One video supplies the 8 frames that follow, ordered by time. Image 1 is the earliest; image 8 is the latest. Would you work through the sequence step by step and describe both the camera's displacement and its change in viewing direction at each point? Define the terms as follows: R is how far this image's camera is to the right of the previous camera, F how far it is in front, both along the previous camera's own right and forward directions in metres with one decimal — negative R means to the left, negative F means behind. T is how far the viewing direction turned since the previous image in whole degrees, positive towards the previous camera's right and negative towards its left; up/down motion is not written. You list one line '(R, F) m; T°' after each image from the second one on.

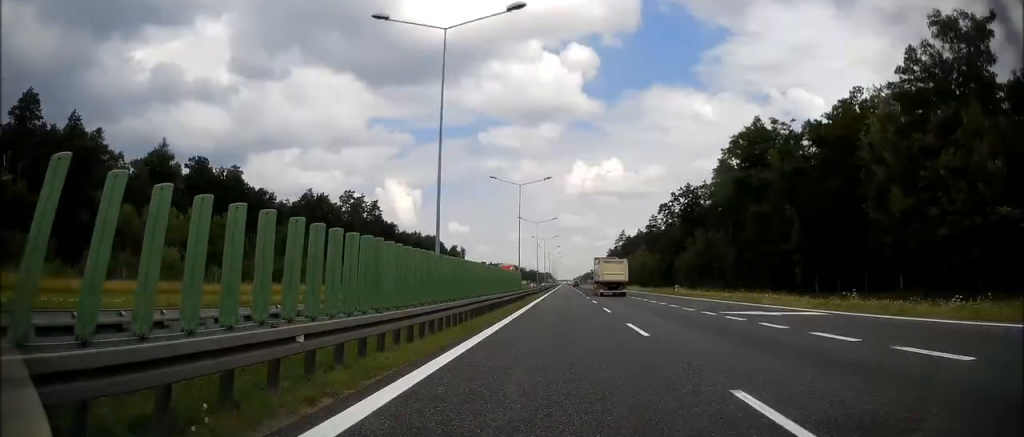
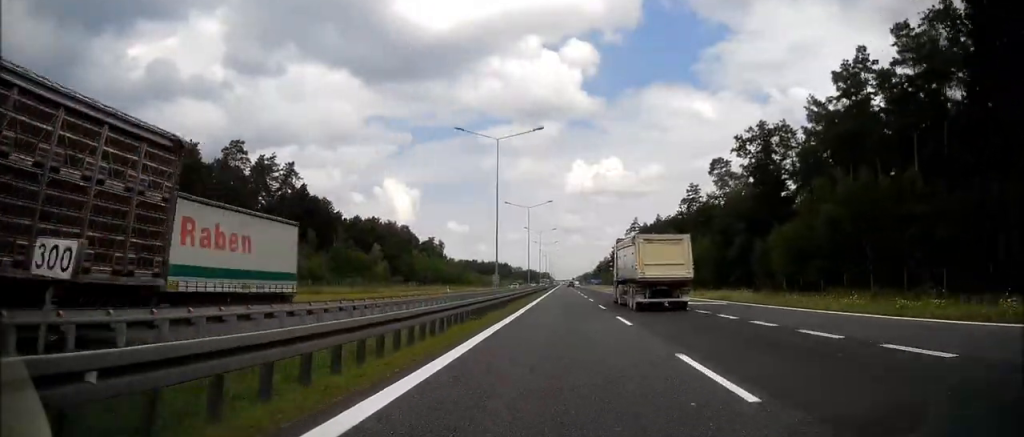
(+0.1, +56.3) m; 0°
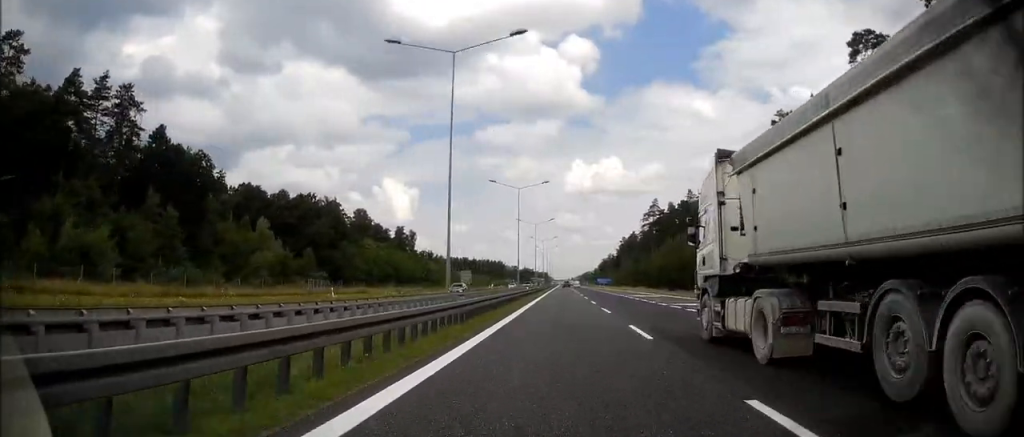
(0.0, +52.6) m; 0°
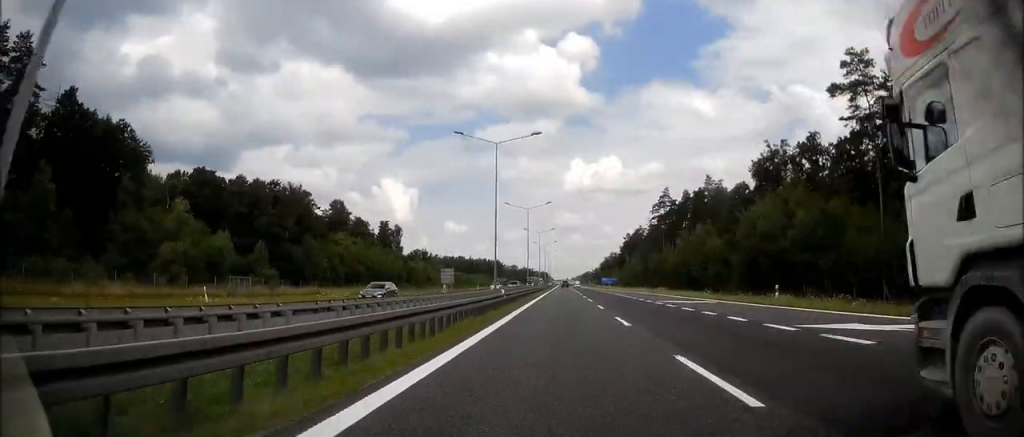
(0.0, +20.0) m; 0°
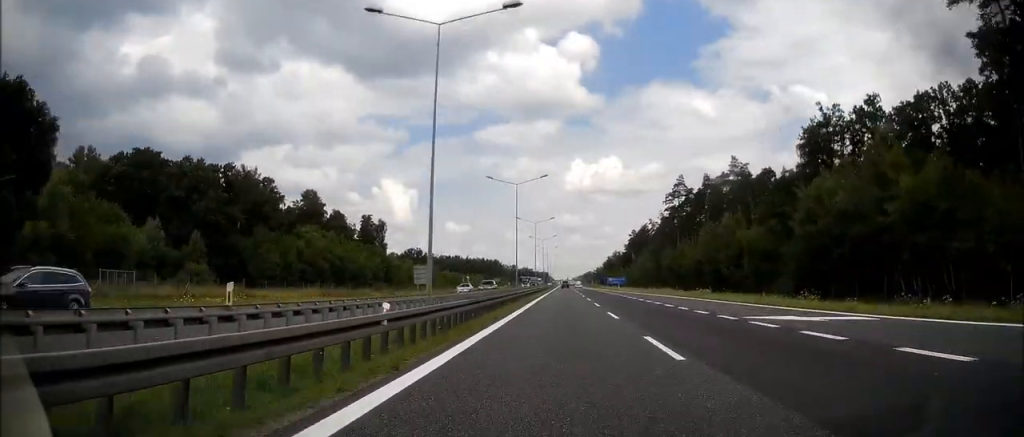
(+0.1, +20.0) m; 0°
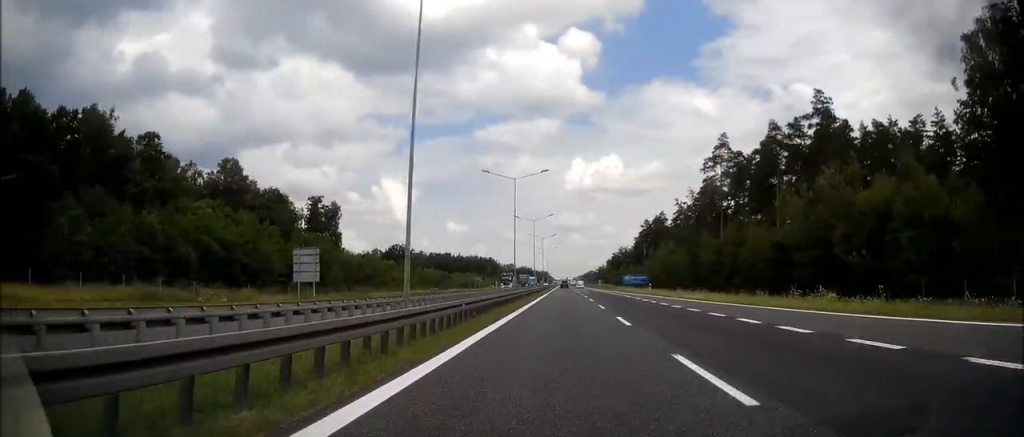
(-0.2, +39.9) m; 0°
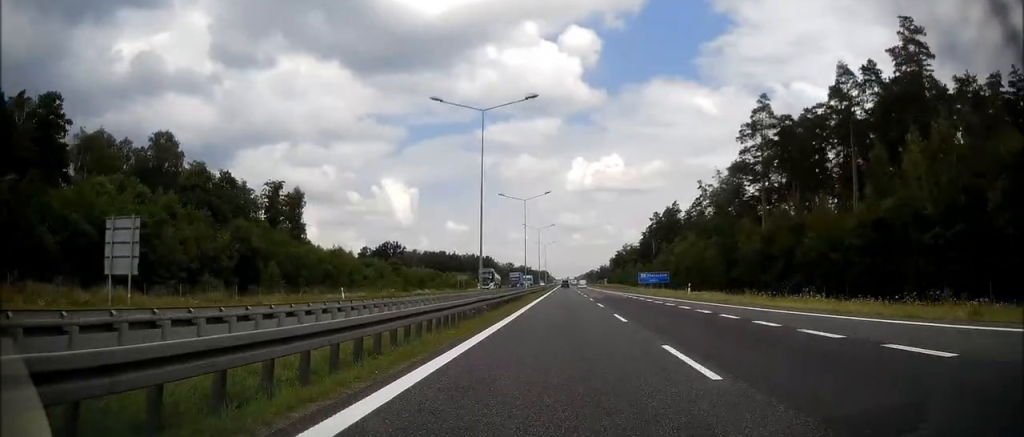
(+0.1, +22.4) m; 0°
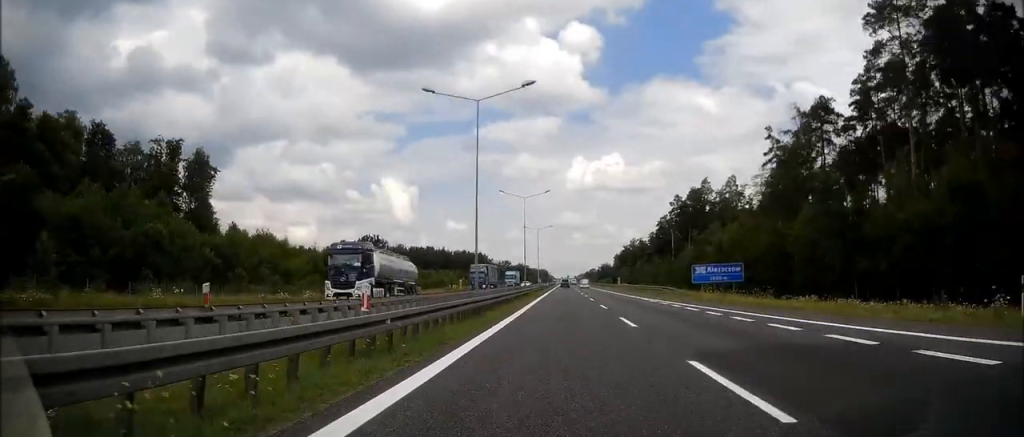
(0.0, +38.5) m; 0°
